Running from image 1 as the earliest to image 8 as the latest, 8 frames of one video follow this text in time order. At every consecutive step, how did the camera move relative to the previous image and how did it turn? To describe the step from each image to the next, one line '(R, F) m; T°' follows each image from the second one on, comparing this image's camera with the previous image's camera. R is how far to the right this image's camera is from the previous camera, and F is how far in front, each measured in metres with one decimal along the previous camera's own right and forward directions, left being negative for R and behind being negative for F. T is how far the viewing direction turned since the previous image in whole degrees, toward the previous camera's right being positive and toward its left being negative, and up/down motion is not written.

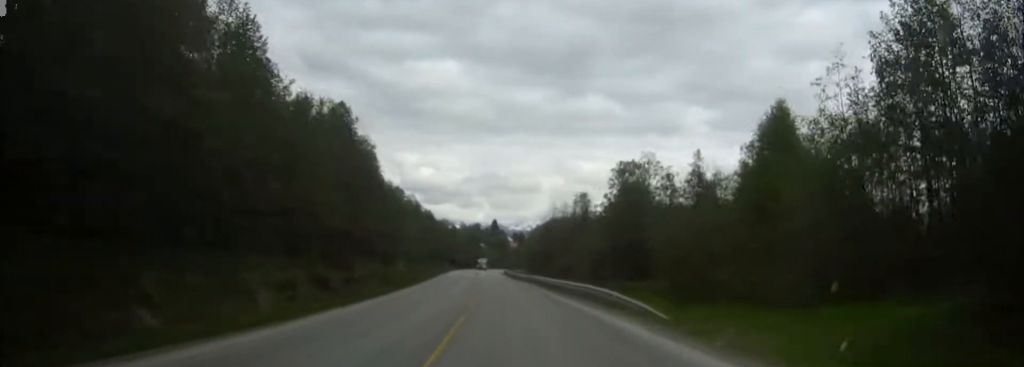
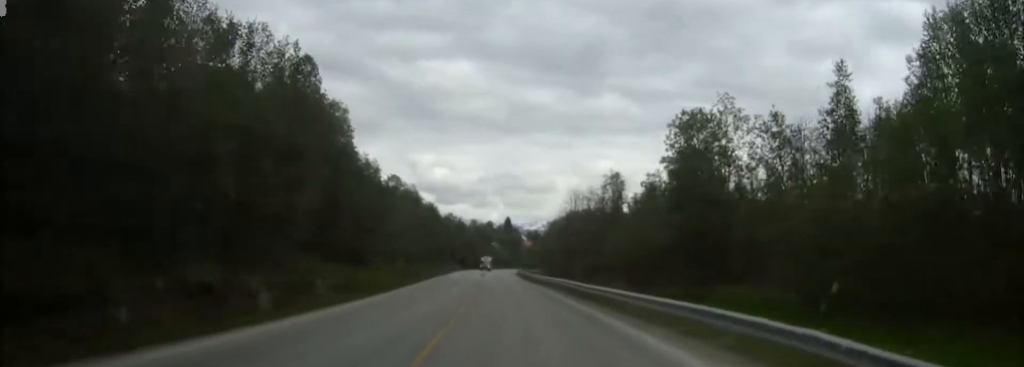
(-0.2, +18.4) m; -1°
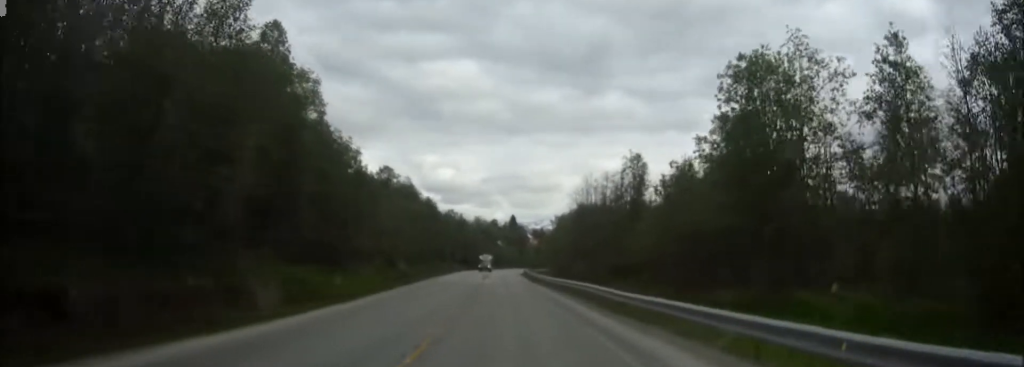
(-0.1, +10.2) m; 0°
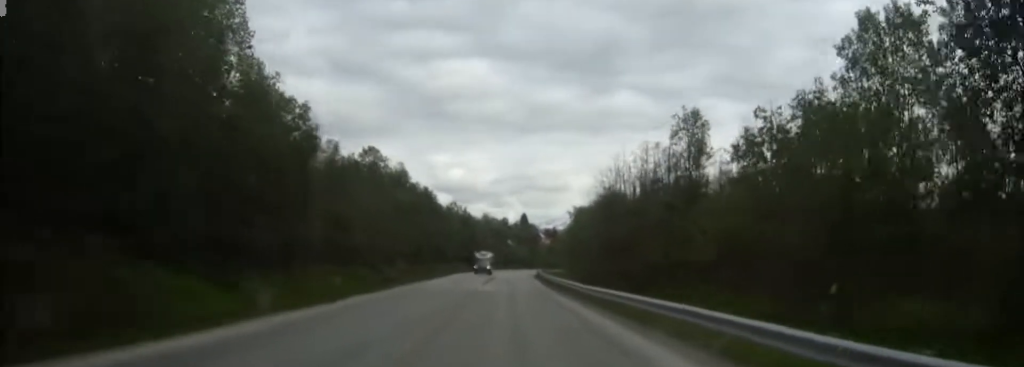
(0.0, +17.0) m; 0°
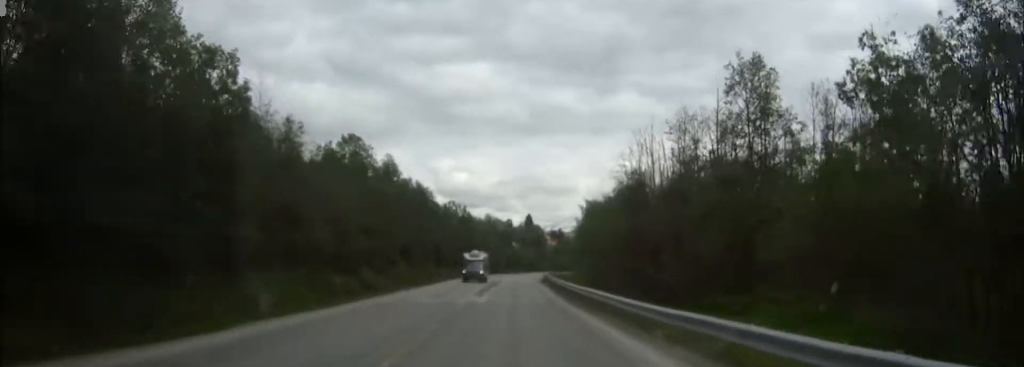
(0.0, +11.5) m; 0°
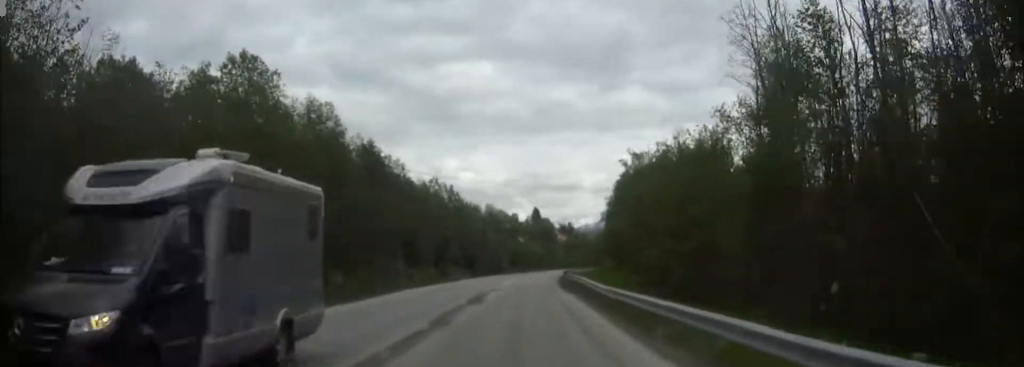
(-0.2, +30.5) m; -1°
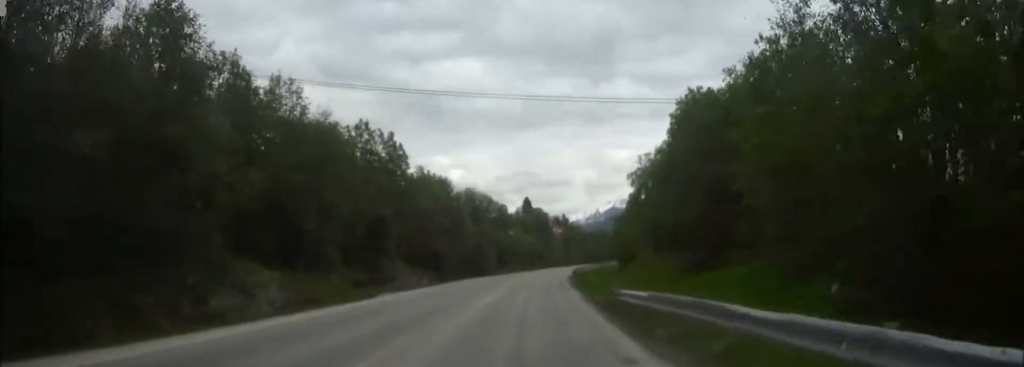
(+0.1, +35.6) m; +1°
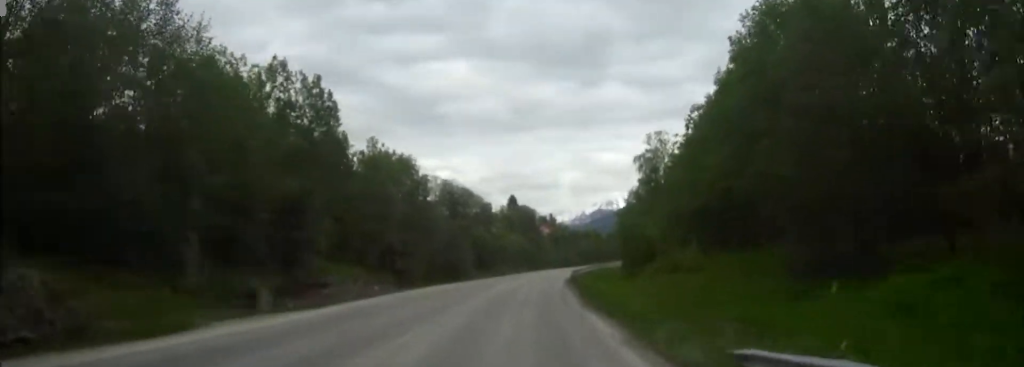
(+0.1, +17.4) m; +1°
